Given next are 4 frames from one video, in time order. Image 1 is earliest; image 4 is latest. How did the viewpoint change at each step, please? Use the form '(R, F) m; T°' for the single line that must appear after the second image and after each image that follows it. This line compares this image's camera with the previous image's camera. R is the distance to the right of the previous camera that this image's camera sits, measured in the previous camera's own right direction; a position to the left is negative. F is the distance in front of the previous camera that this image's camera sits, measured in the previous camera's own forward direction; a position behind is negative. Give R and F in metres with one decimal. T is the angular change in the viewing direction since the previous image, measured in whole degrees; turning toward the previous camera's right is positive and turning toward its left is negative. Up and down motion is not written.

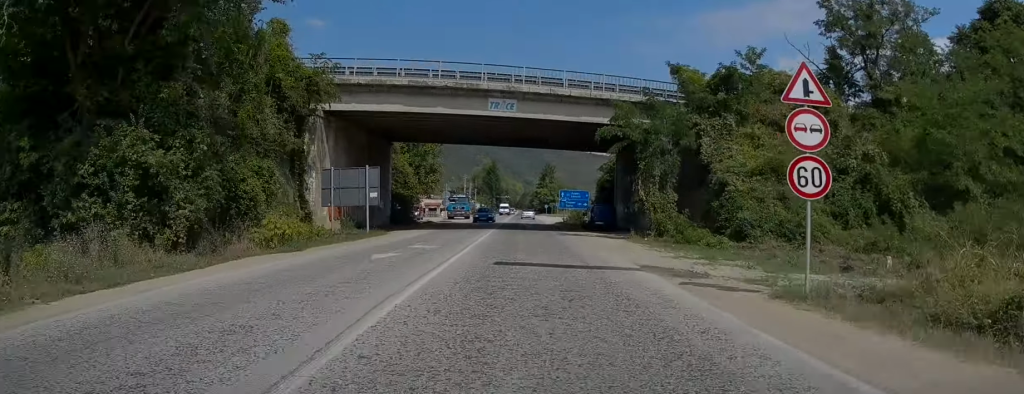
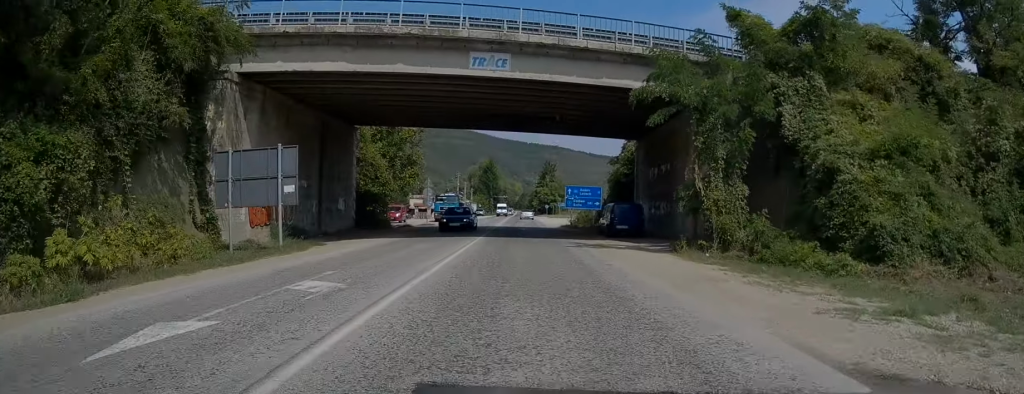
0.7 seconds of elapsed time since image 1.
(+0.1, +9.9) m; 0°
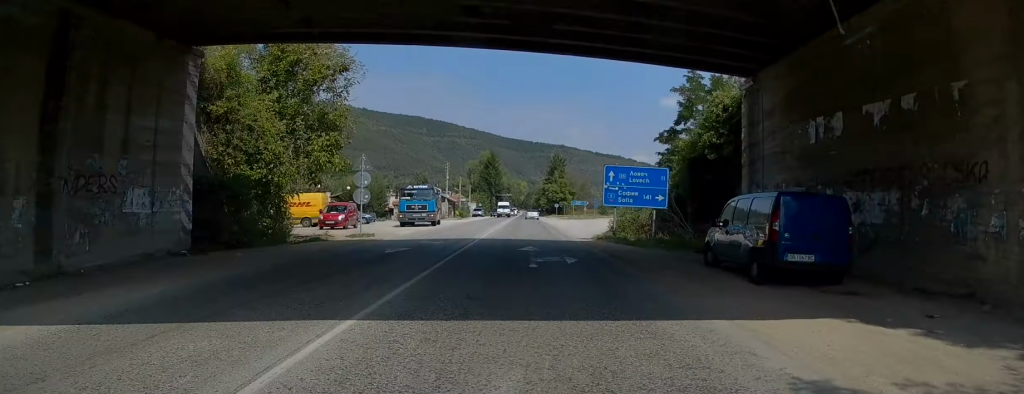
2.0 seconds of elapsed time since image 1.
(0.0, +19.9) m; 0°
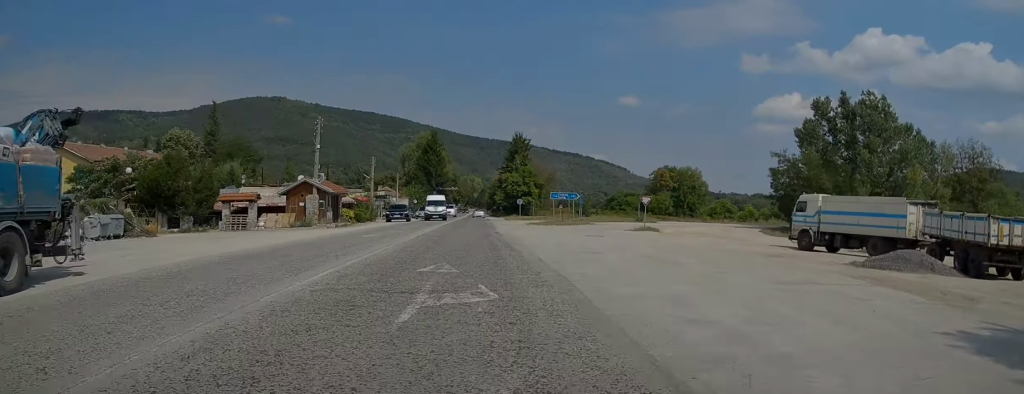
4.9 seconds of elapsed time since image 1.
(+0.5, +38.9) m; +3°
